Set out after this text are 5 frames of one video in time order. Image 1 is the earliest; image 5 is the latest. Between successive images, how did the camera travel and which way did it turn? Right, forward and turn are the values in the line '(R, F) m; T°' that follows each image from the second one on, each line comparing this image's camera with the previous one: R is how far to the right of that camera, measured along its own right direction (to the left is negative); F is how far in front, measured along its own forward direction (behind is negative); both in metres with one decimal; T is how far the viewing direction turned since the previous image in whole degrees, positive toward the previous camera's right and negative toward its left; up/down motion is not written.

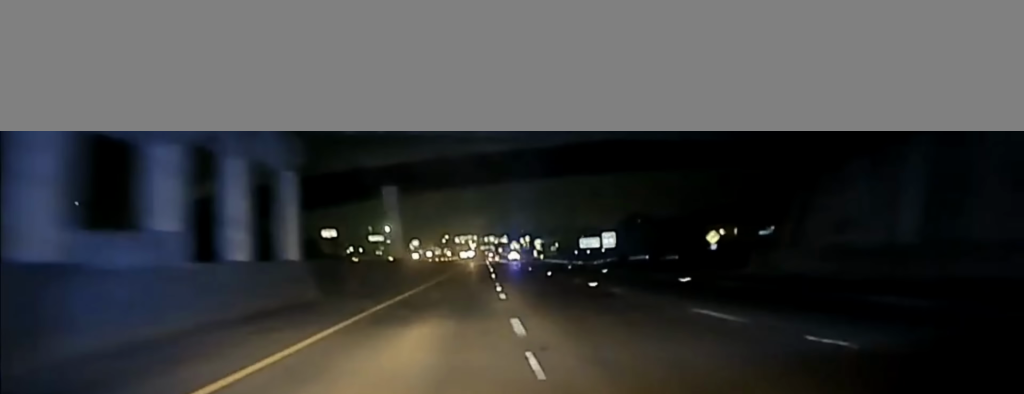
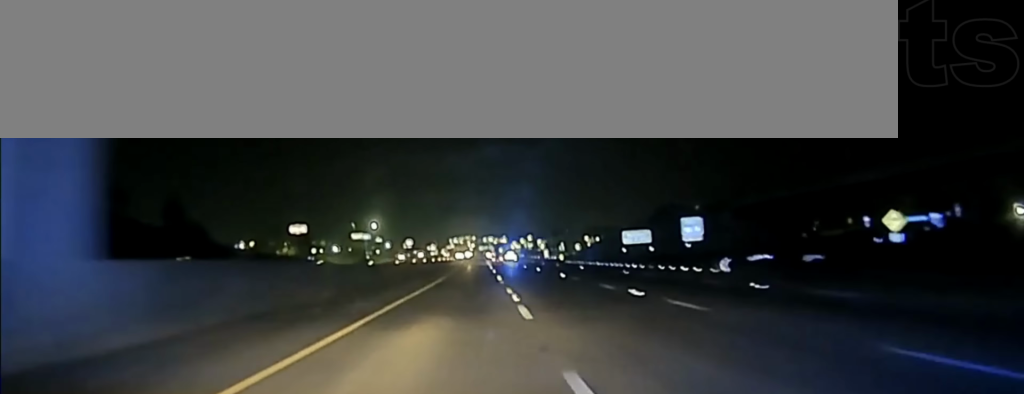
(-0.1, +55.4) m; 0°
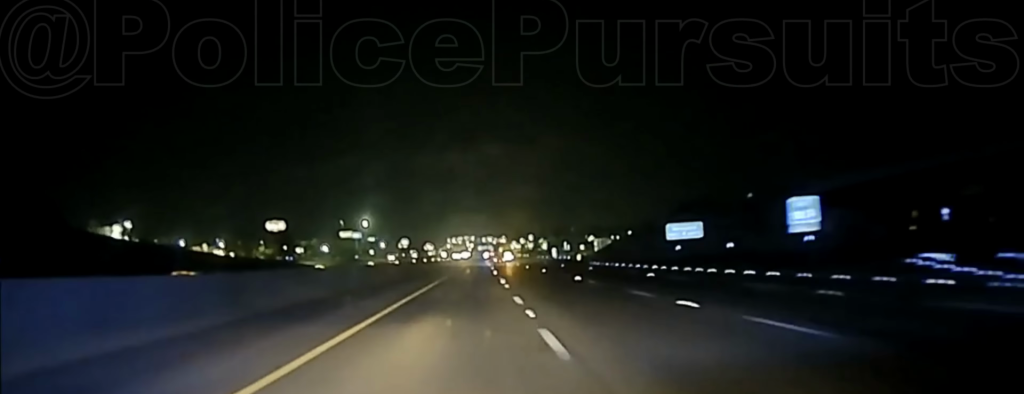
(0.0, +29.0) m; 0°
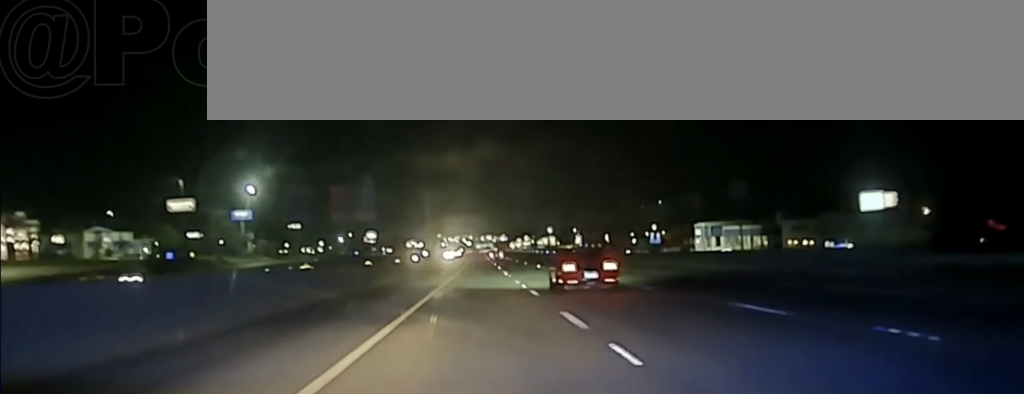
(+0.6, +204.7) m; 0°
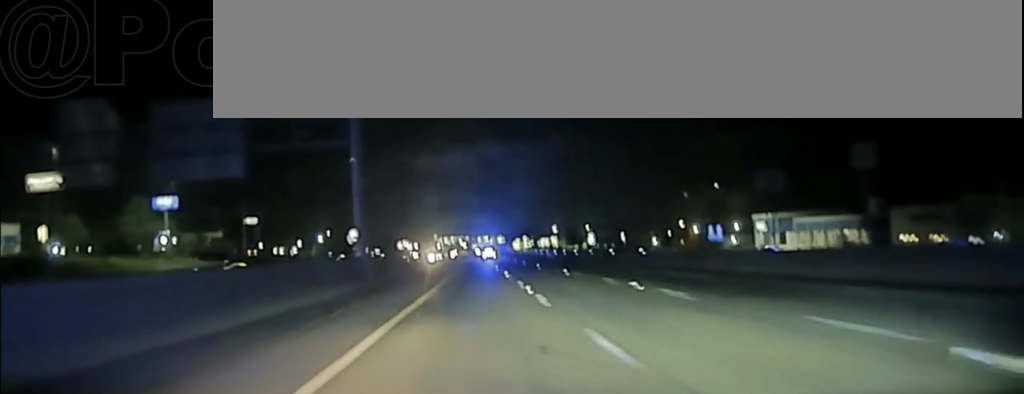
(0.0, +56.0) m; 0°
